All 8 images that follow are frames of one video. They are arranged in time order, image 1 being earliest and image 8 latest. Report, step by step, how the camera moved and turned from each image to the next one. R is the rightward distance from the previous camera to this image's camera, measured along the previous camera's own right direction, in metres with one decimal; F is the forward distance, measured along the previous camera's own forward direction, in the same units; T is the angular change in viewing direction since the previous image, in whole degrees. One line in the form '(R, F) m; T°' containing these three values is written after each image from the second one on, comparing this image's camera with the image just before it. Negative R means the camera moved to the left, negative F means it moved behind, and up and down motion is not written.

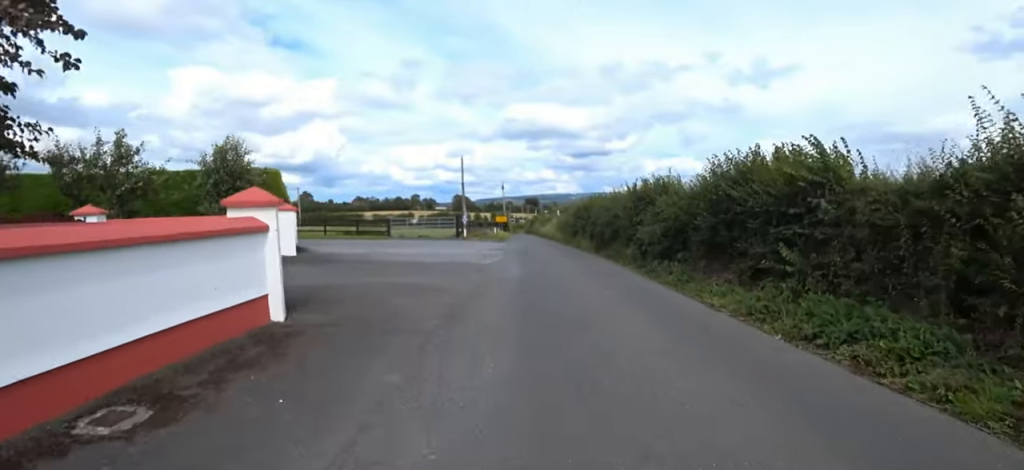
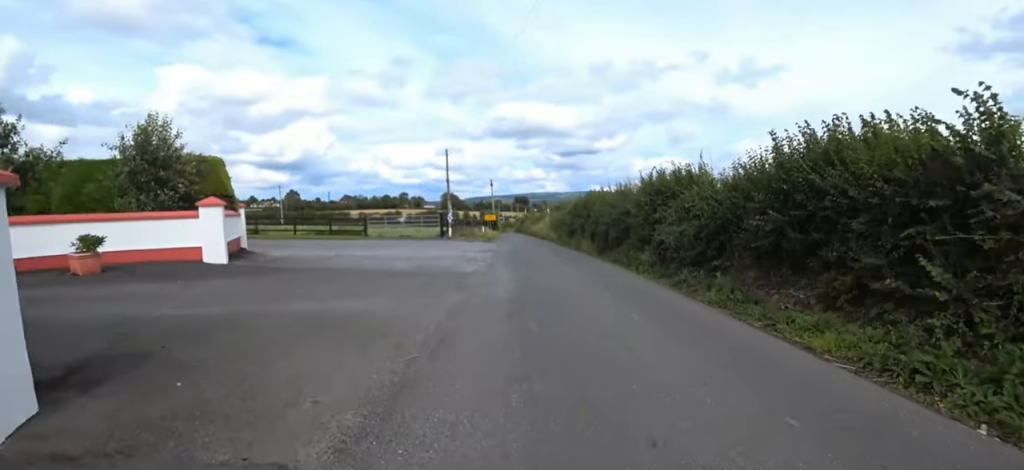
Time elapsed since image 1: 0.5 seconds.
(0.0, +2.9) m; 0°
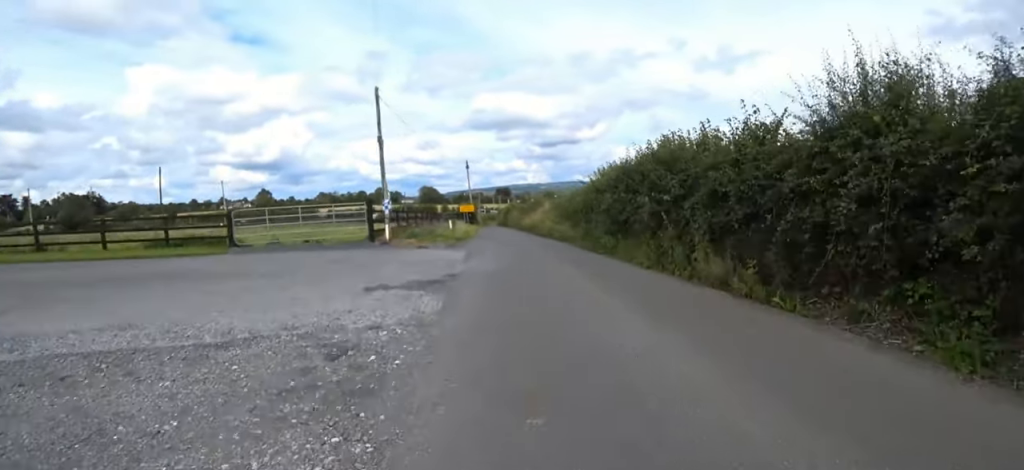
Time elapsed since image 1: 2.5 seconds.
(+2.7, +12.4) m; +13°
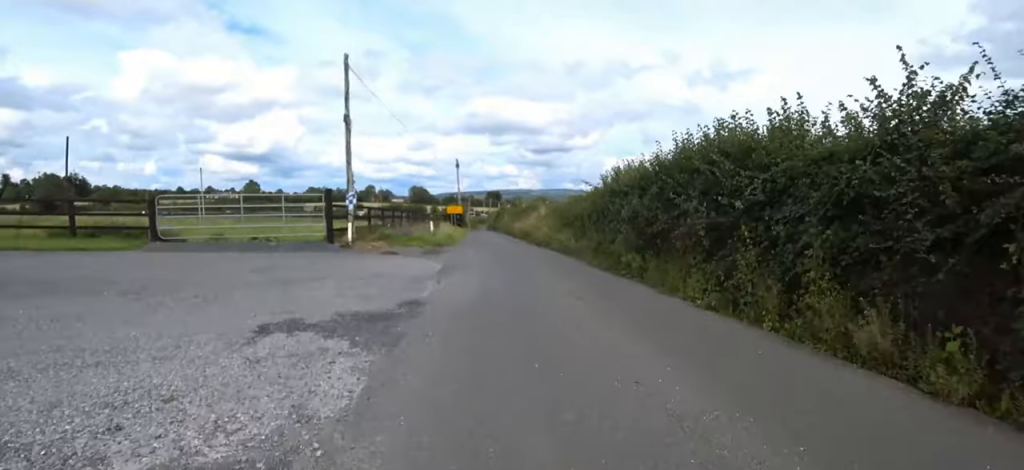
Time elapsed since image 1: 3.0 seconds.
(-0.7, +3.2) m; -4°
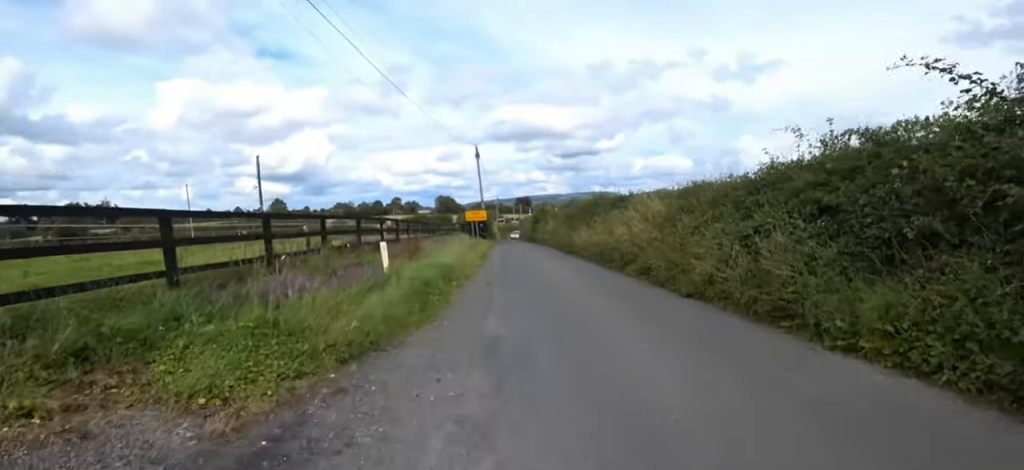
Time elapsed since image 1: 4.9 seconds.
(-1.0, +13.0) m; -6°
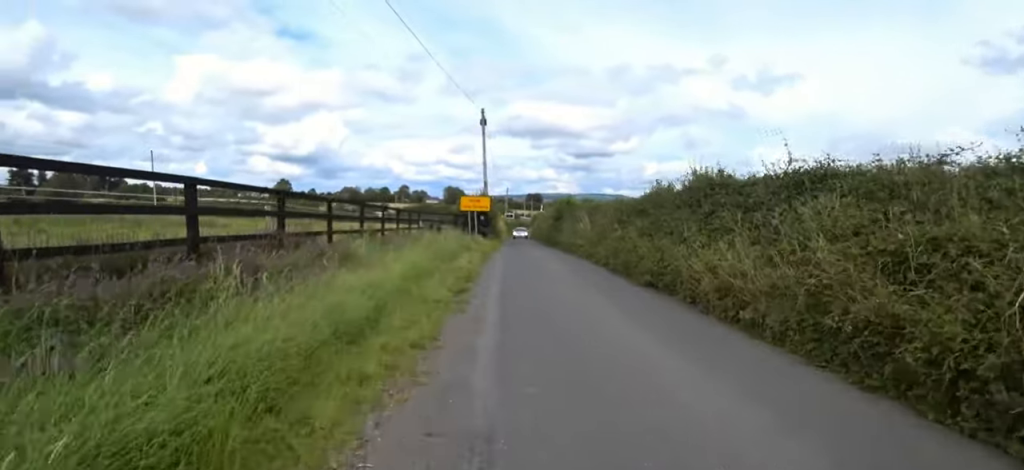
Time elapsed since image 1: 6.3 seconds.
(-0.3, +9.0) m; -2°
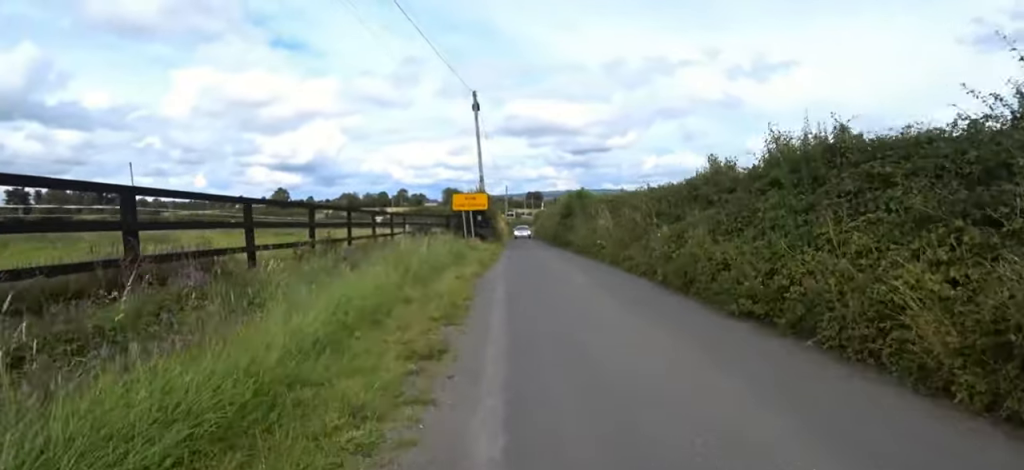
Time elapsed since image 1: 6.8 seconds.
(0.0, +3.2) m; +4°
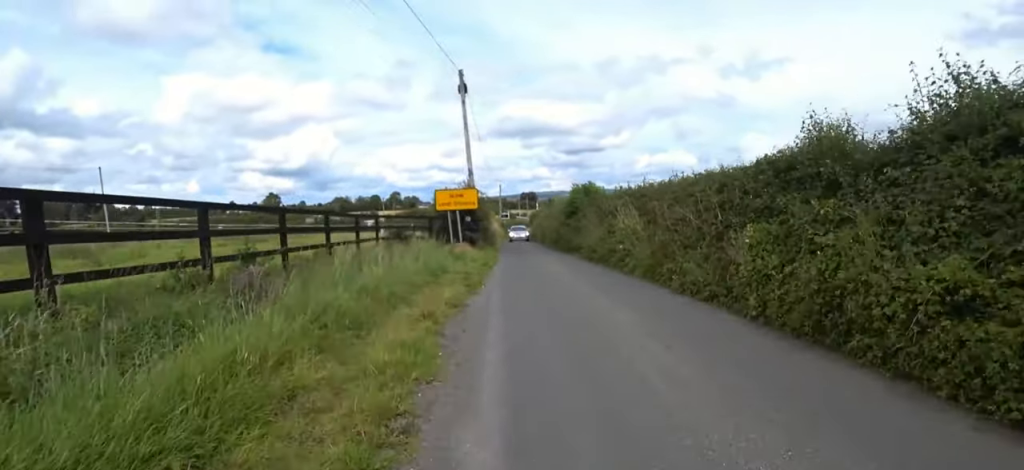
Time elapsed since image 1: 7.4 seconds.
(-0.2, +3.2) m; +7°
